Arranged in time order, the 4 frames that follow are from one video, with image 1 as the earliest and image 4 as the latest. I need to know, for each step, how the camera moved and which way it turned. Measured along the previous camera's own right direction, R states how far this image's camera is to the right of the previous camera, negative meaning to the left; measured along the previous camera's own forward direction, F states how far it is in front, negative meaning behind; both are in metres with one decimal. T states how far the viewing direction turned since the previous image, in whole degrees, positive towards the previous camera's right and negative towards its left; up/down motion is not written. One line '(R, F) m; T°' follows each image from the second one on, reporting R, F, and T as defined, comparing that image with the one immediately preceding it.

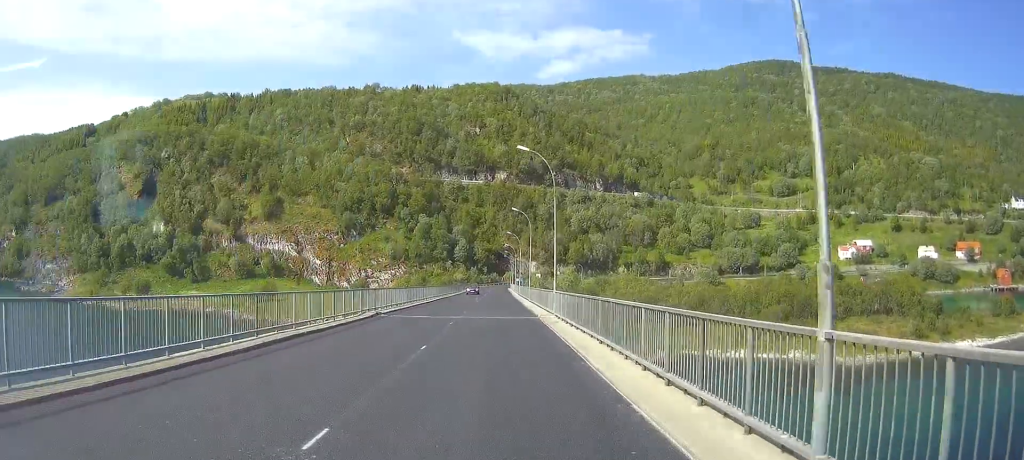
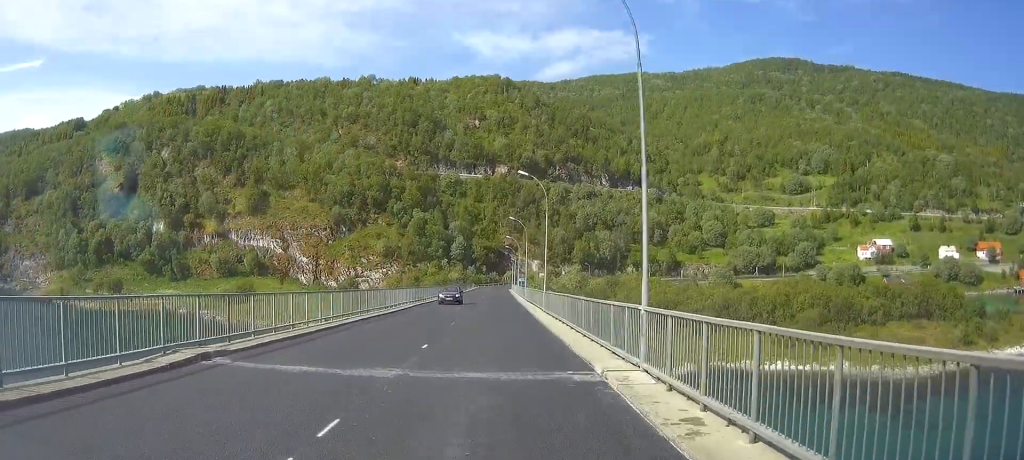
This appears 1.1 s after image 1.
(+0.1, +20.3) m; 0°
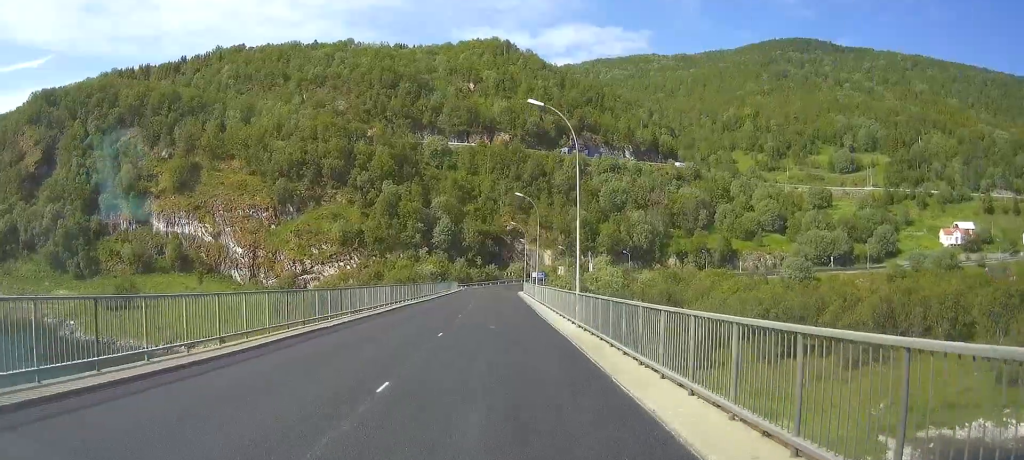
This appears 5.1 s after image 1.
(-0.7, +68.8) m; -1°
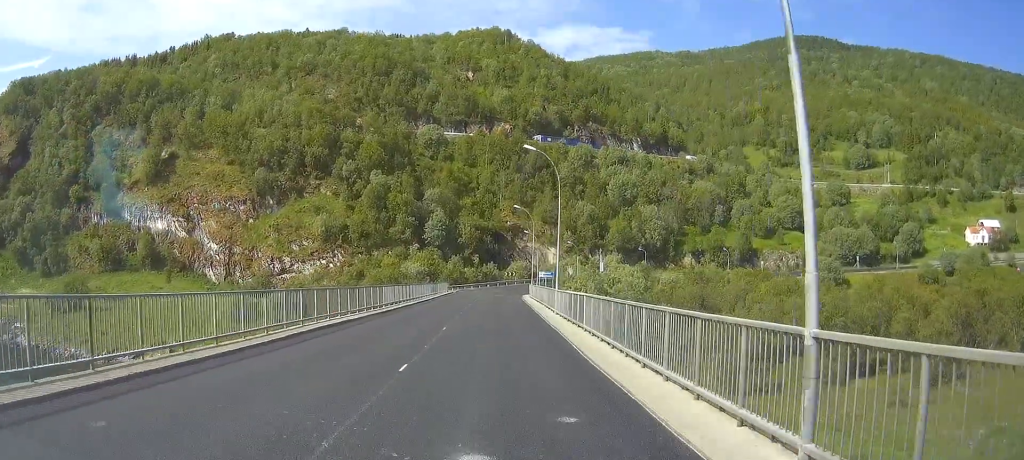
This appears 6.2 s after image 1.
(0.0, +18.5) m; 0°
